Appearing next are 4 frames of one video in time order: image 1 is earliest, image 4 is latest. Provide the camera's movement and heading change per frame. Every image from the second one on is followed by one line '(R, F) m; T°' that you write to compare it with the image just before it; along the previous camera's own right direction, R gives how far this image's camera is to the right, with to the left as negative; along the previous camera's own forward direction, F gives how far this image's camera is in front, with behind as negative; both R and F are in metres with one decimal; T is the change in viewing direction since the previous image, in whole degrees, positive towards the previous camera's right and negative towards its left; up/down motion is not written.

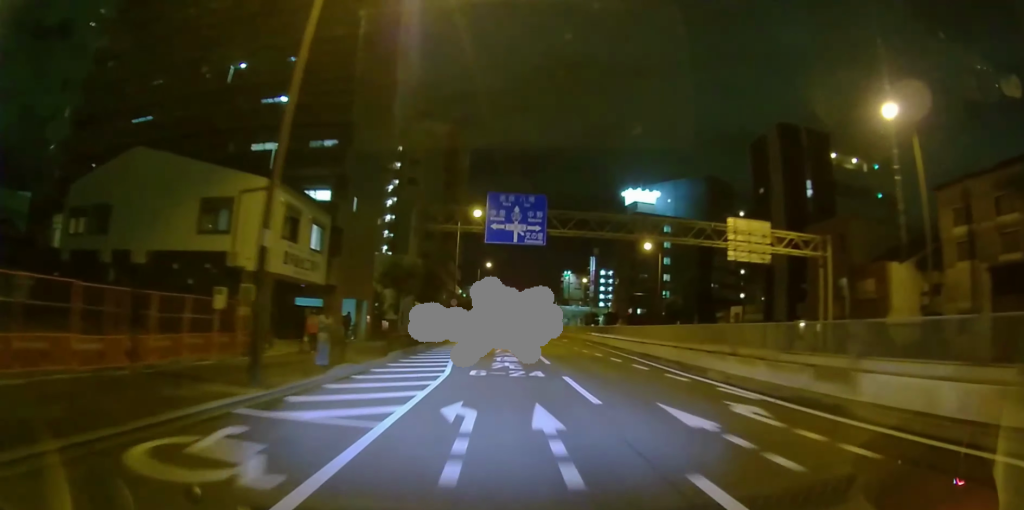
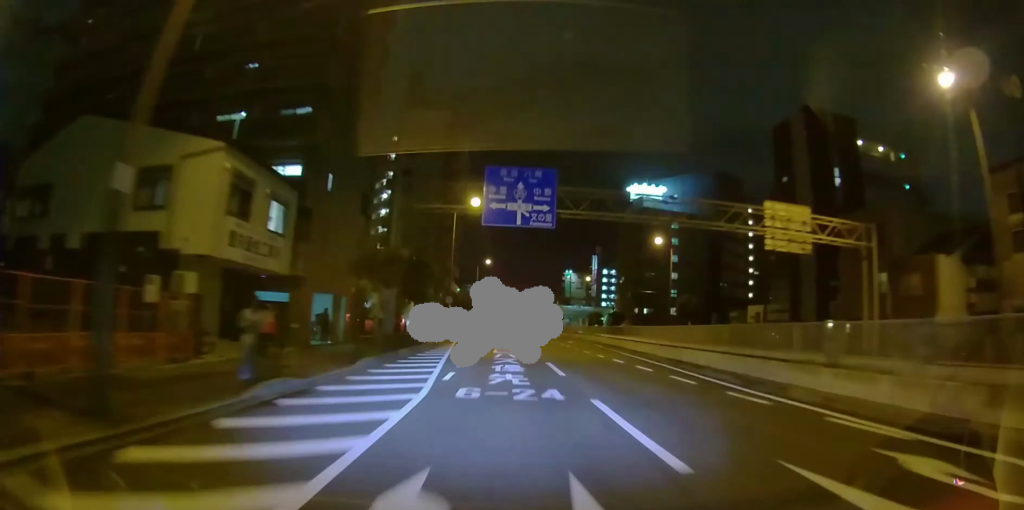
(0.0, +4.4) m; 0°
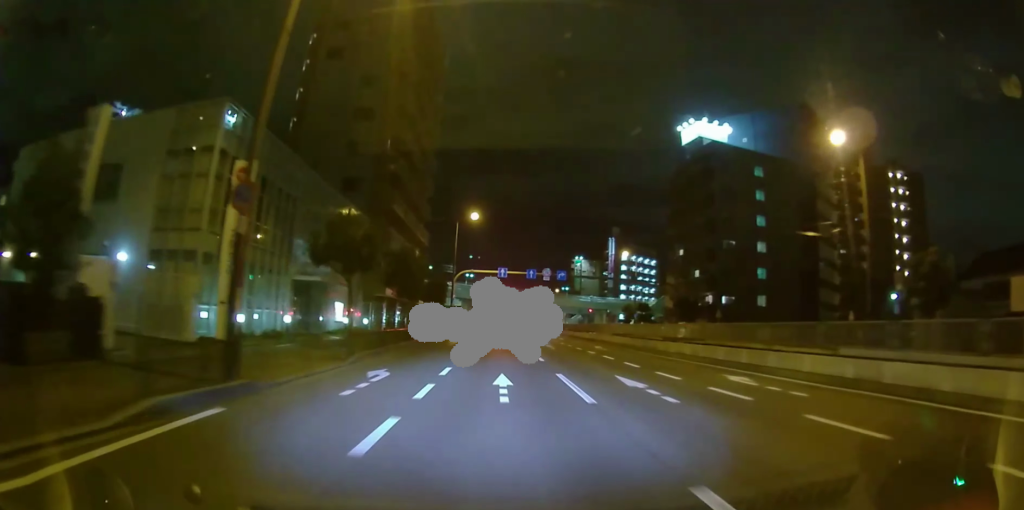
(0.0, +35.7) m; +1°
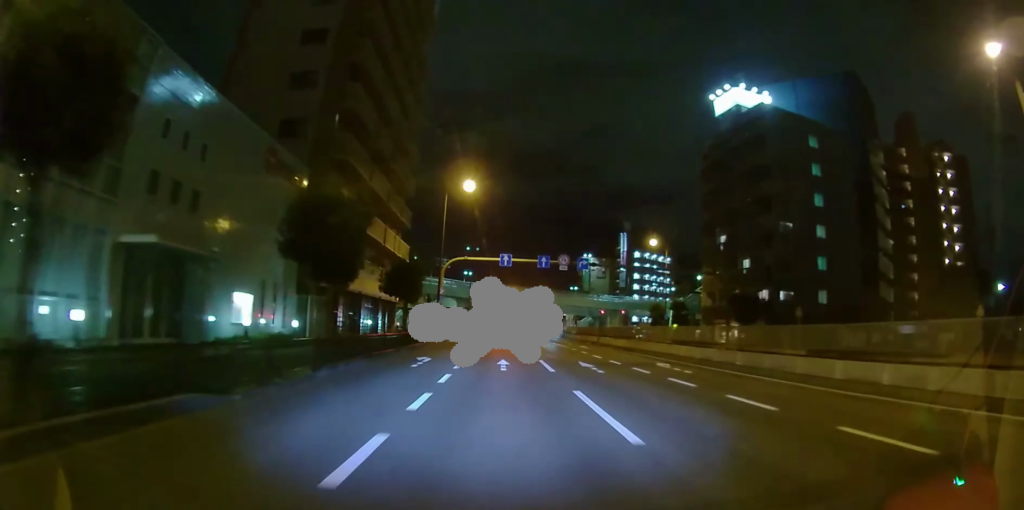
(-0.1, +12.9) m; -2°
